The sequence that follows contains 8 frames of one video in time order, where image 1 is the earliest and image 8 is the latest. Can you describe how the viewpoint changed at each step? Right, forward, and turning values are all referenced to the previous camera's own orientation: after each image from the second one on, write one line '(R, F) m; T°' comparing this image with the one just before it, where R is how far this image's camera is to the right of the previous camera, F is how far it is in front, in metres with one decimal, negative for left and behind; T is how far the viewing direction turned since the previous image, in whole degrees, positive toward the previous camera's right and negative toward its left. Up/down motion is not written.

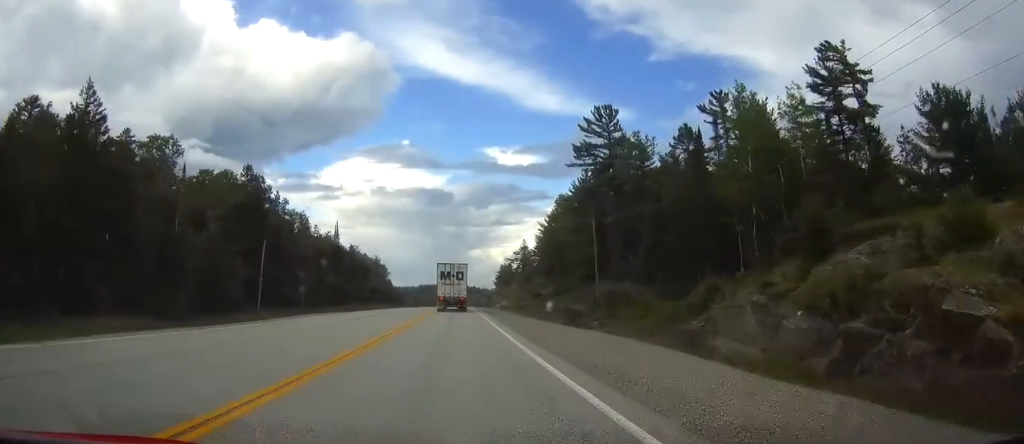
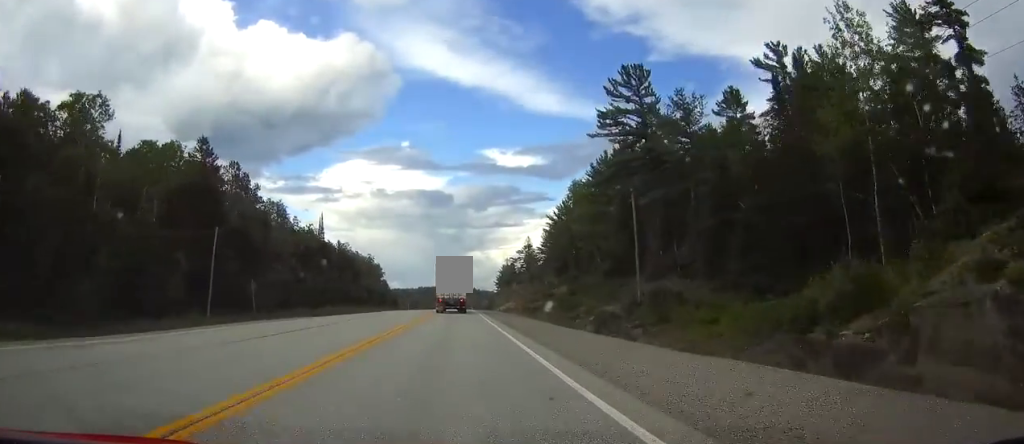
(0.0, +15.5) m; 0°
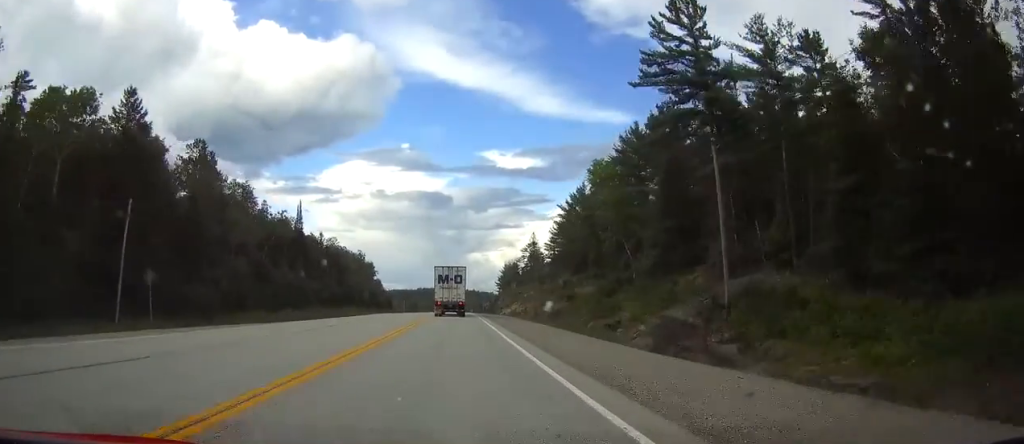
(0.0, +17.4) m; 0°
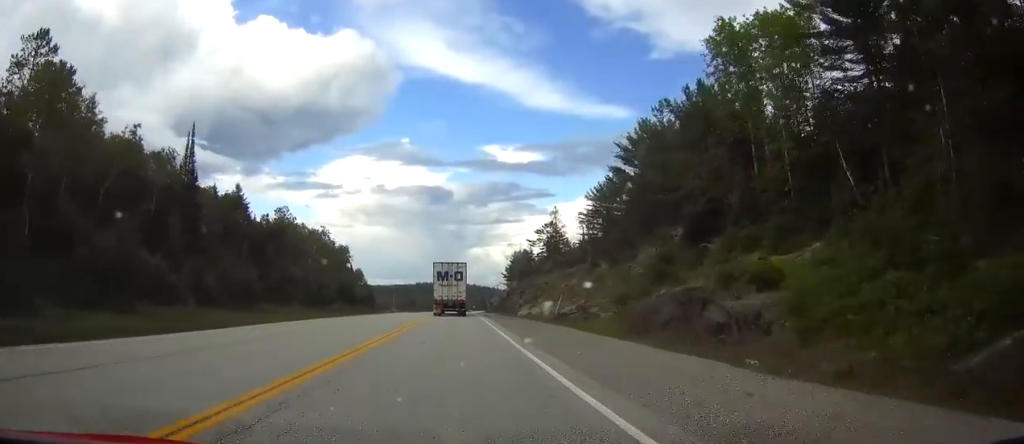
(0.0, +47.3) m; 0°
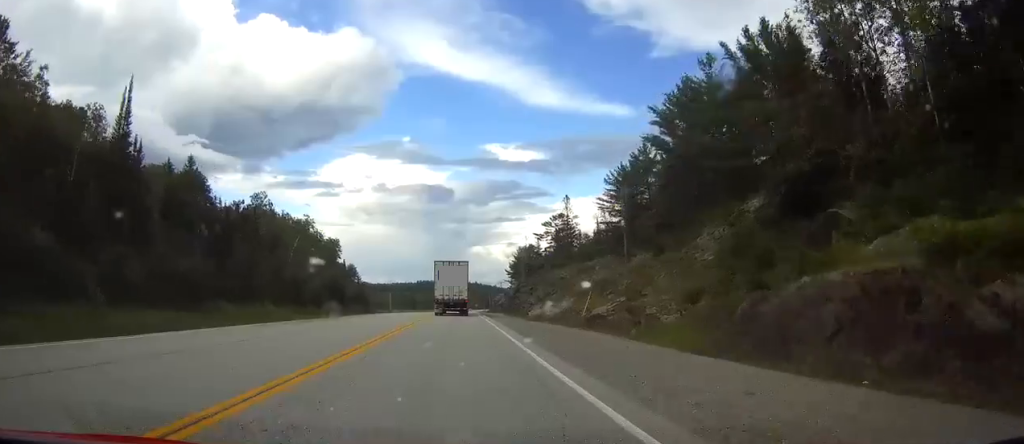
(0.0, +14.7) m; 0°
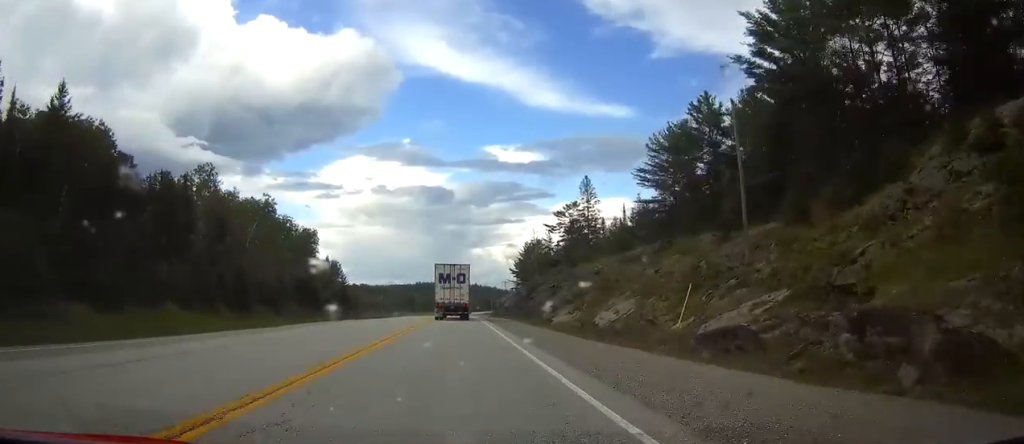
(0.0, +23.7) m; 0°
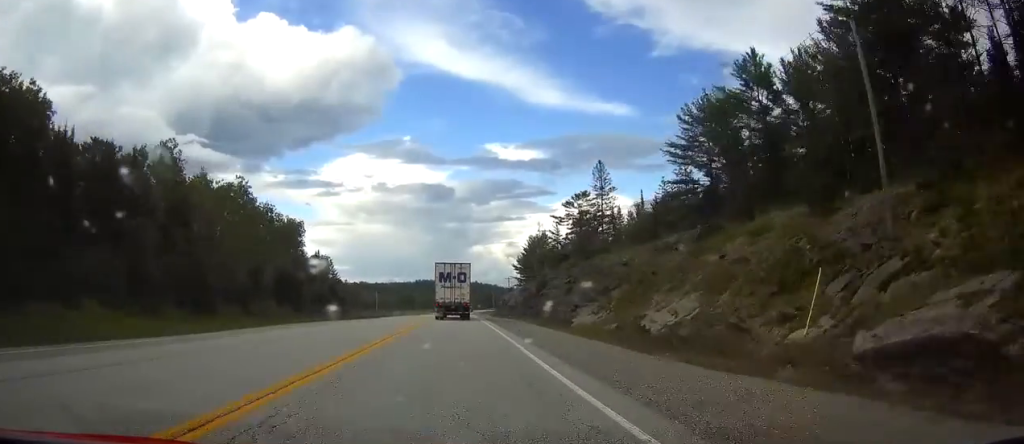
(+0.1, +11.7) m; 0°
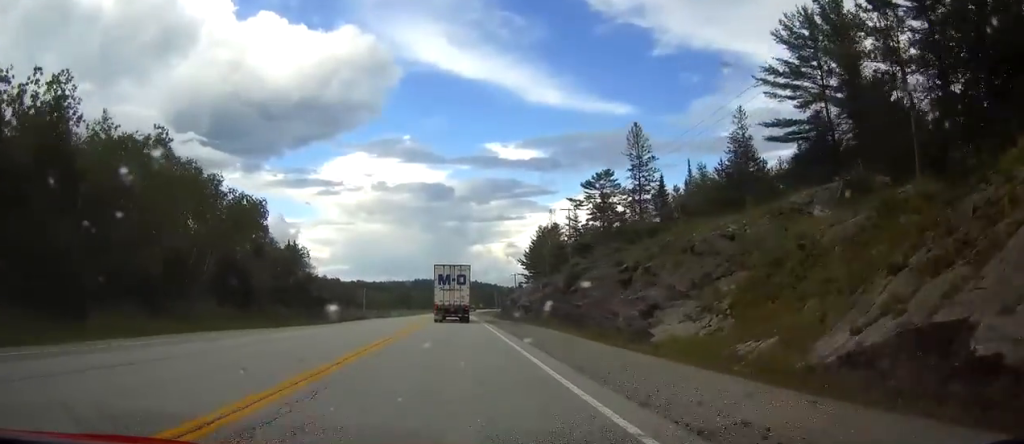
(-0.1, +23.3) m; 0°
